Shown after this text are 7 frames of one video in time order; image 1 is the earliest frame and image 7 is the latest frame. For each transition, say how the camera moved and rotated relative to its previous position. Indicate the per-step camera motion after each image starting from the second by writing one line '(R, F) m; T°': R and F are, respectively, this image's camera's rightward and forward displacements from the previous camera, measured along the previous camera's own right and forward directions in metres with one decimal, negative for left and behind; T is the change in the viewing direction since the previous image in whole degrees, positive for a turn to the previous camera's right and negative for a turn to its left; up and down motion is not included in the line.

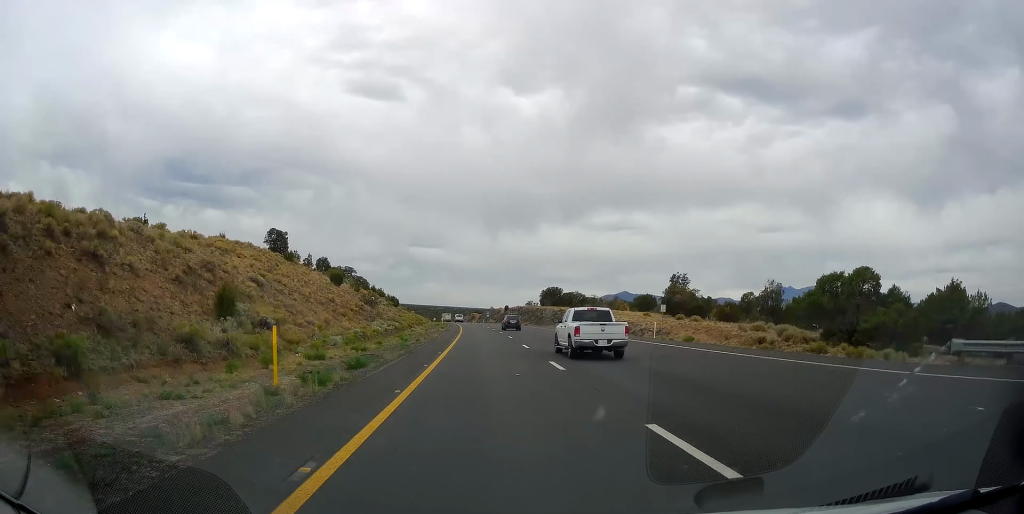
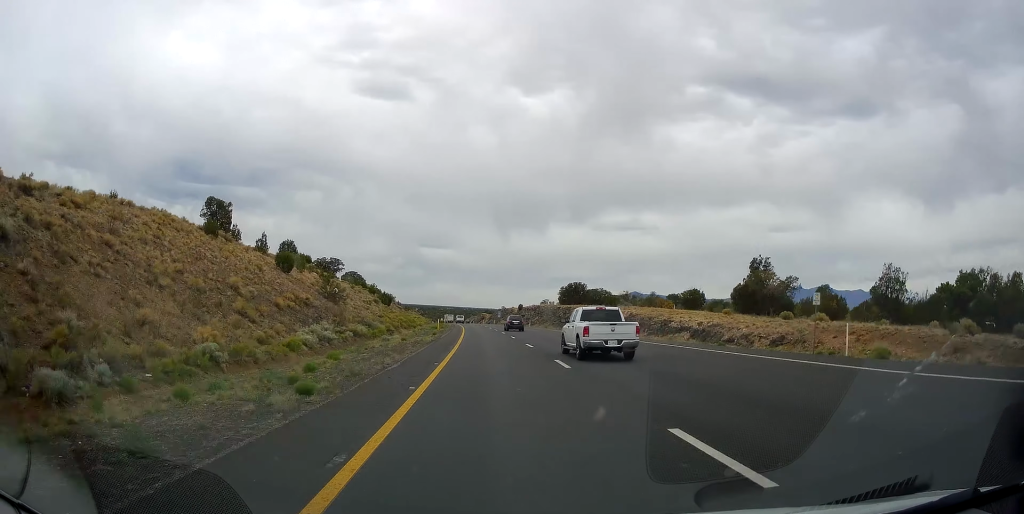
(-0.6, +24.2) m; -2°
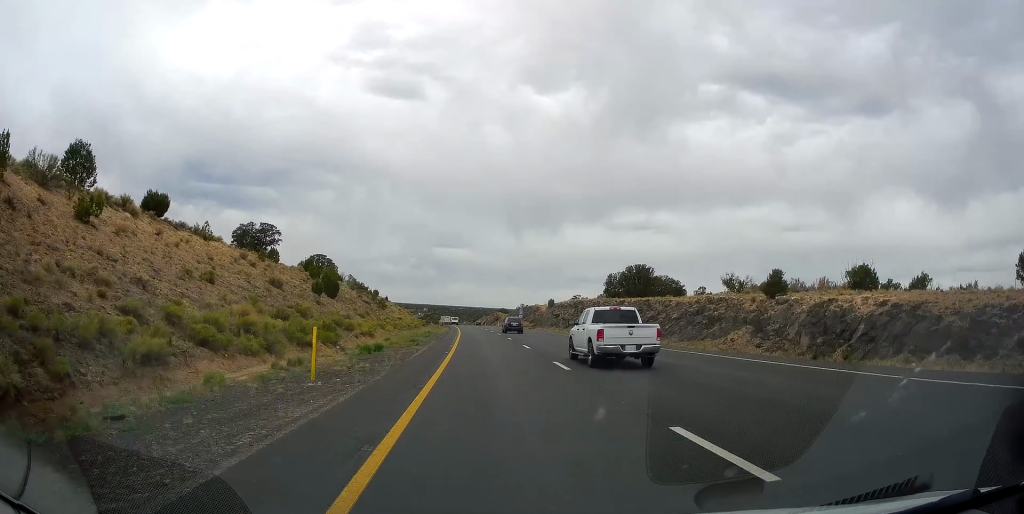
(-0.6, +48.7) m; 0°
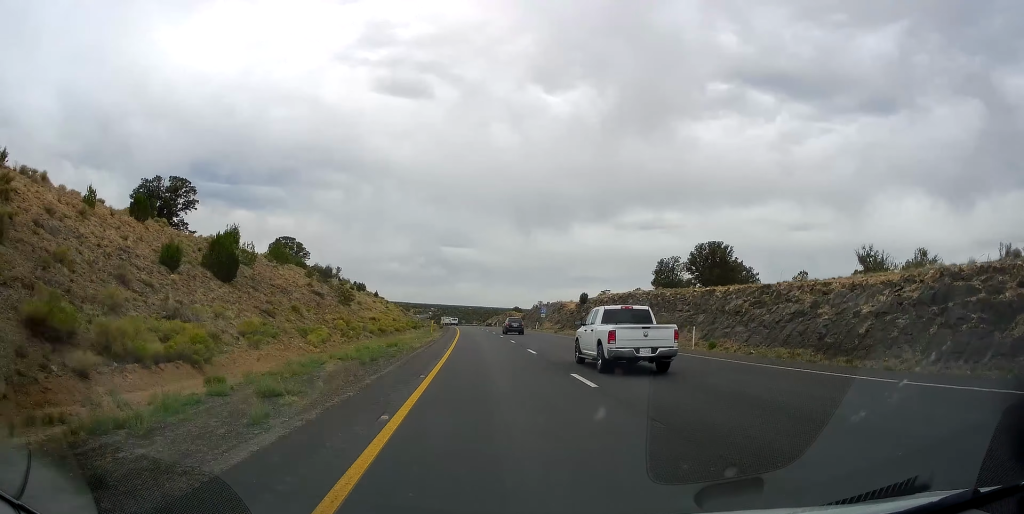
(0.0, +28.8) m; -2°
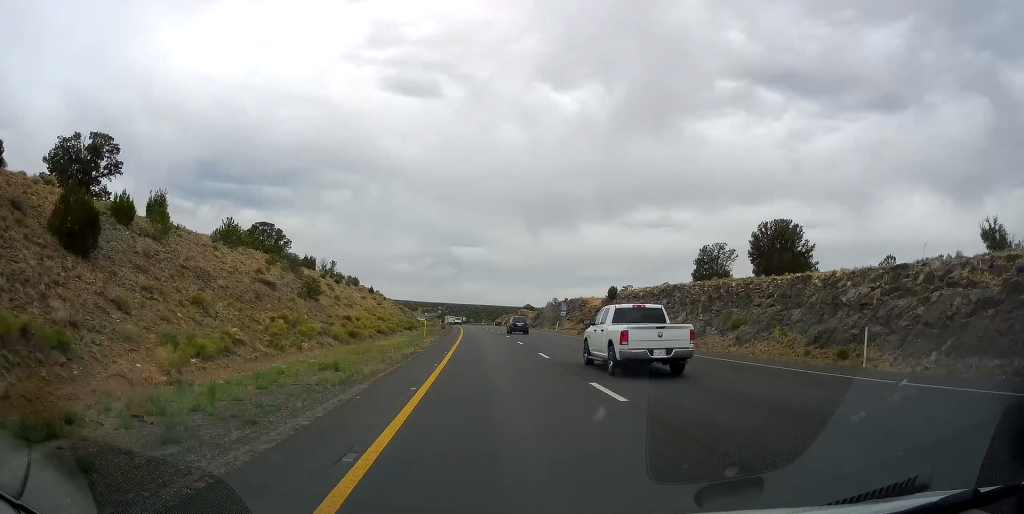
(-0.4, +15.0) m; -1°
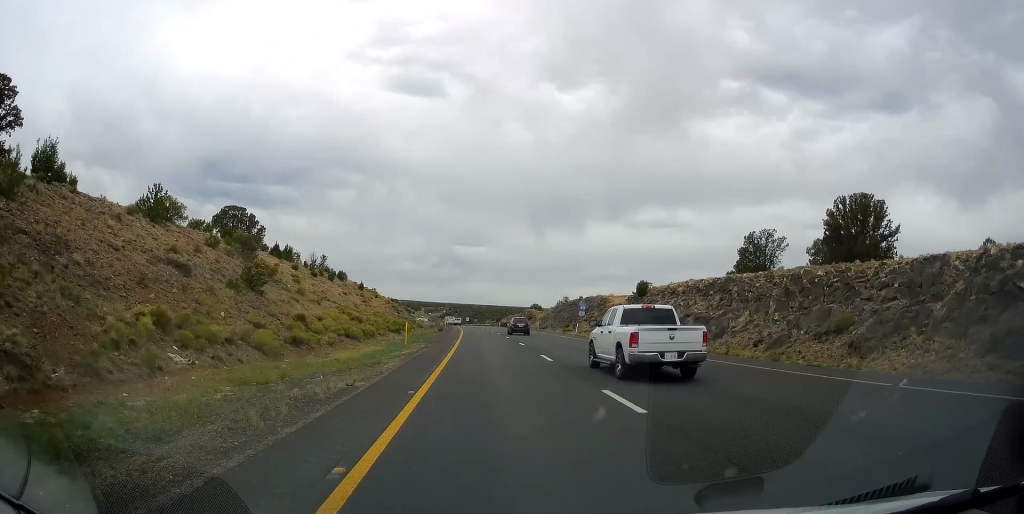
(-0.4, +12.8) m; 0°
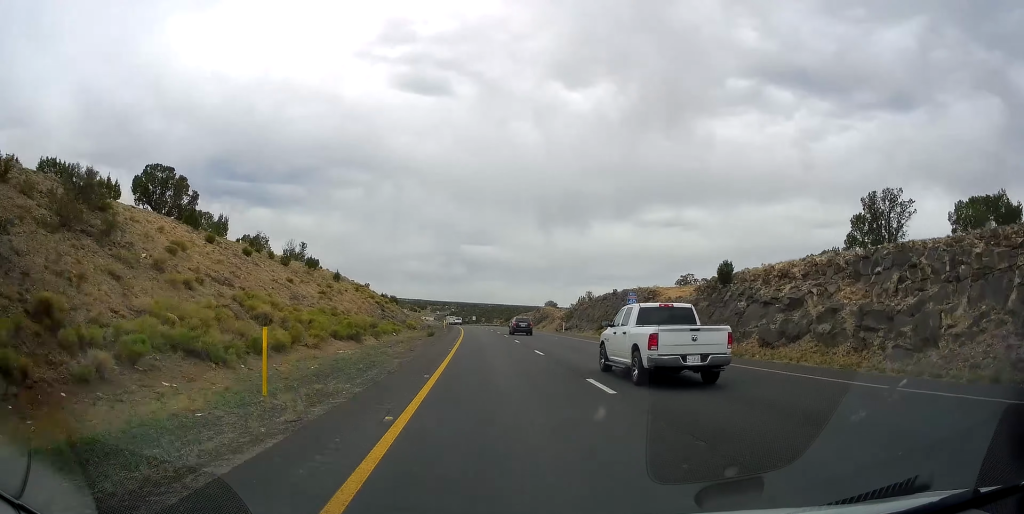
(+0.1, +21.5) m; -1°
